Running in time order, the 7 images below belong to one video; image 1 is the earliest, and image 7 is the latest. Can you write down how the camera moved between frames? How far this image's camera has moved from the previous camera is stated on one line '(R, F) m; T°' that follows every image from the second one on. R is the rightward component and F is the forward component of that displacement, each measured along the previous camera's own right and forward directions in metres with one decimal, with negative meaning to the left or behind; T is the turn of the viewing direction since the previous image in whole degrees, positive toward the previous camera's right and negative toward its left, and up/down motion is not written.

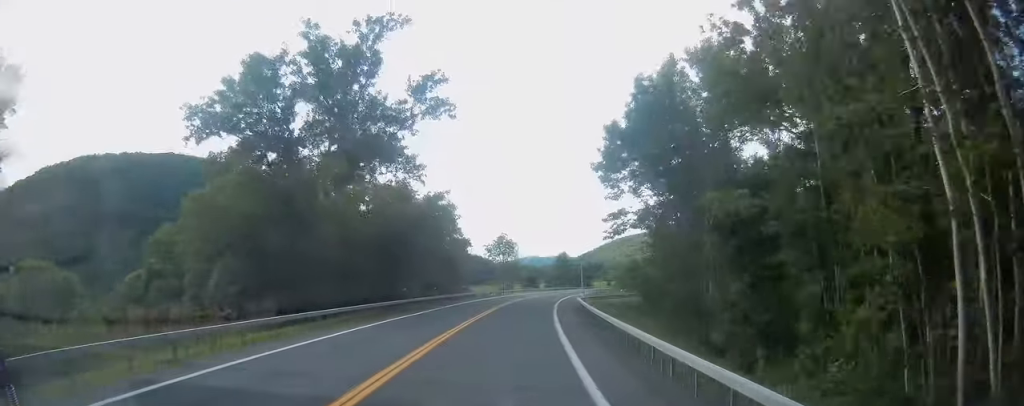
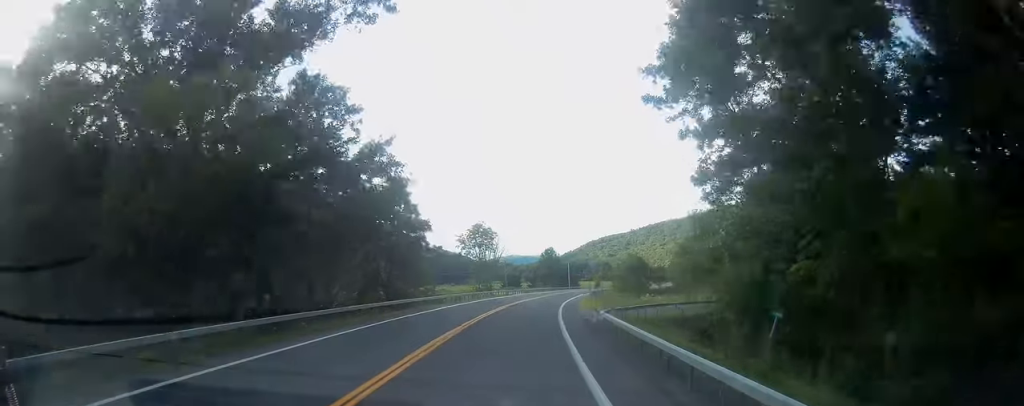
(+0.3, +19.7) m; +2°
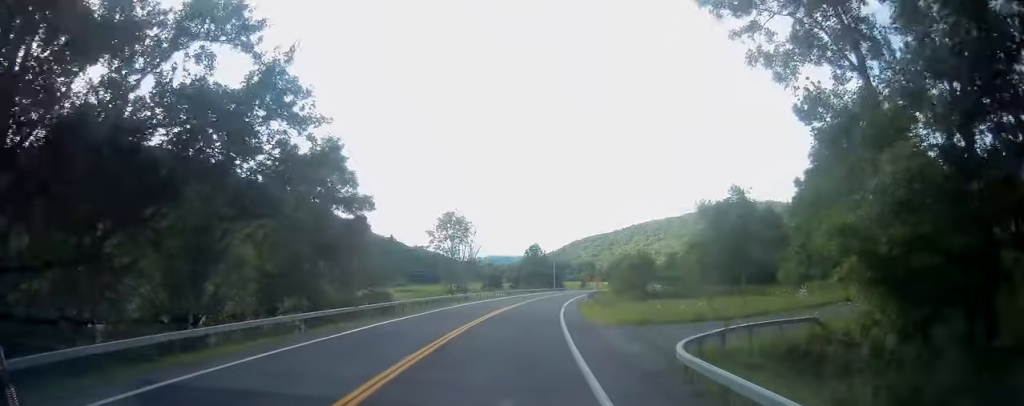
(0.0, +14.6) m; +1°
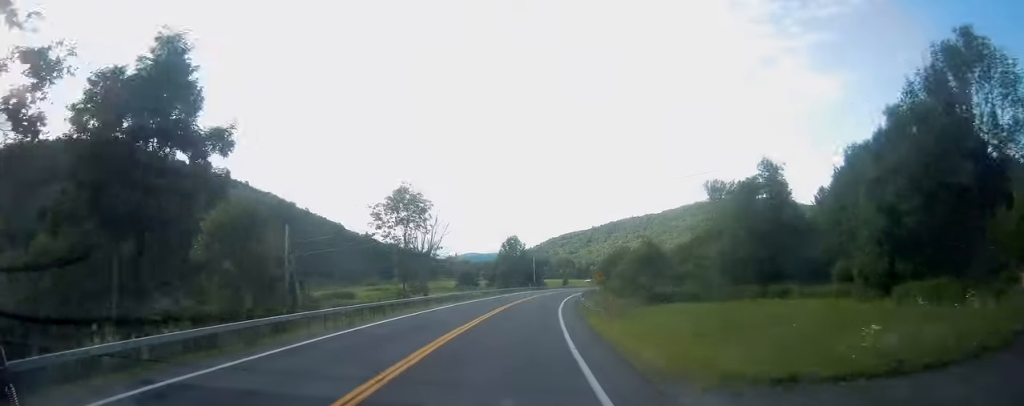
(+0.4, +16.3) m; +2°
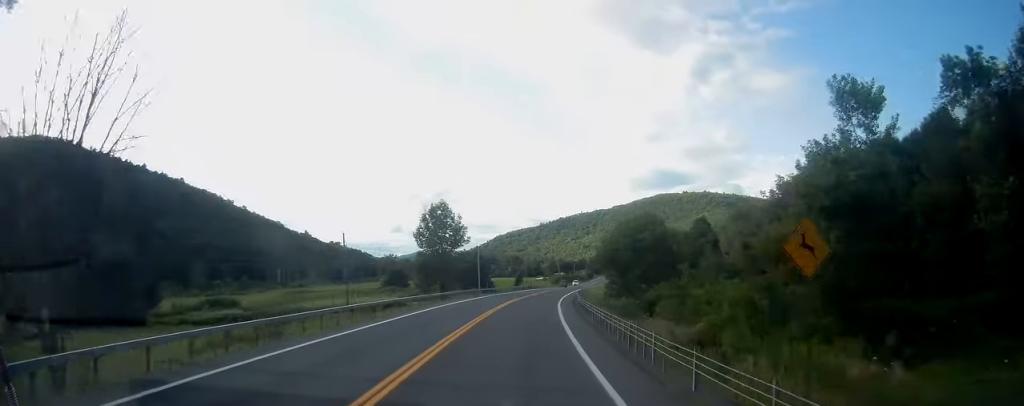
(+2.0, +44.5) m; +6°
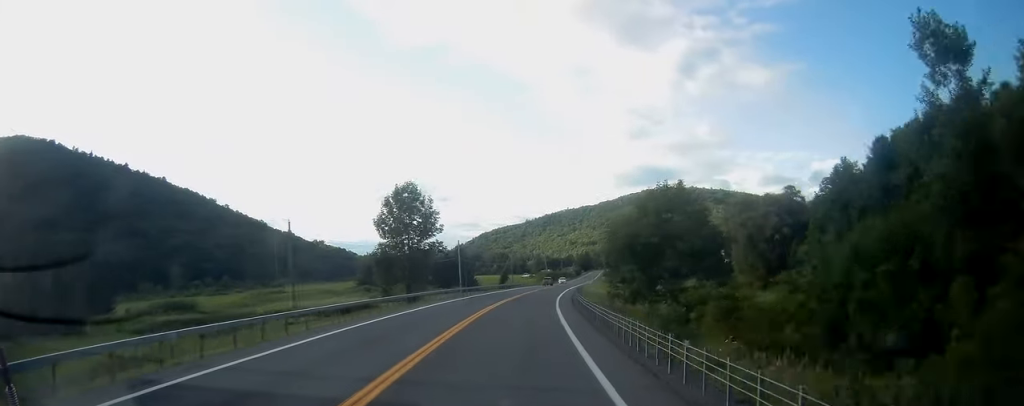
(+0.2, +12.0) m; +2°
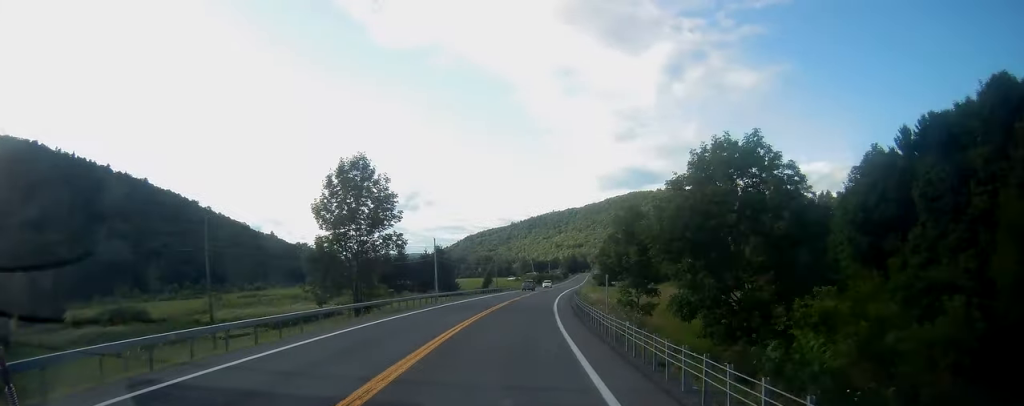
(+0.3, +12.8) m; +1°
